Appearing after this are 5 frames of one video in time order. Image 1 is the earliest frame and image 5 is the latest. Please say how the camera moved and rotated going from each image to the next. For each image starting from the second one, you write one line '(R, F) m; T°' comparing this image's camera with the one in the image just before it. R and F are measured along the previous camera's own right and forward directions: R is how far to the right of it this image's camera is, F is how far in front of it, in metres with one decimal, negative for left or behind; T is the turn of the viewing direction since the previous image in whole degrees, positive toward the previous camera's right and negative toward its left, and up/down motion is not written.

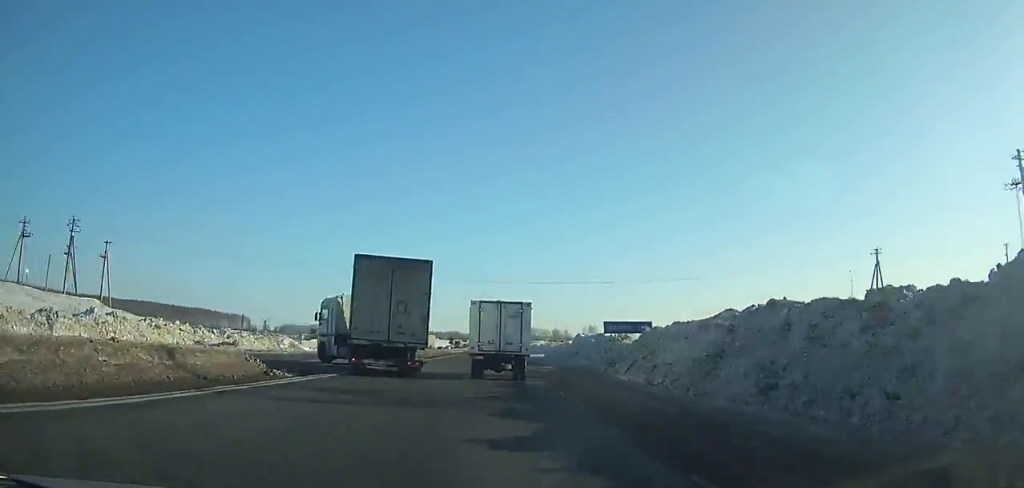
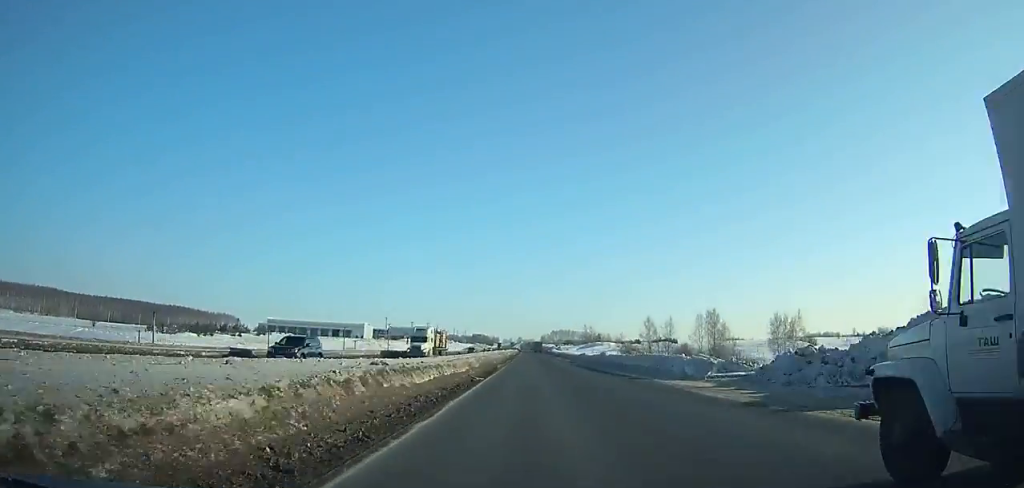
(-6.2, +149.5) m; 0°
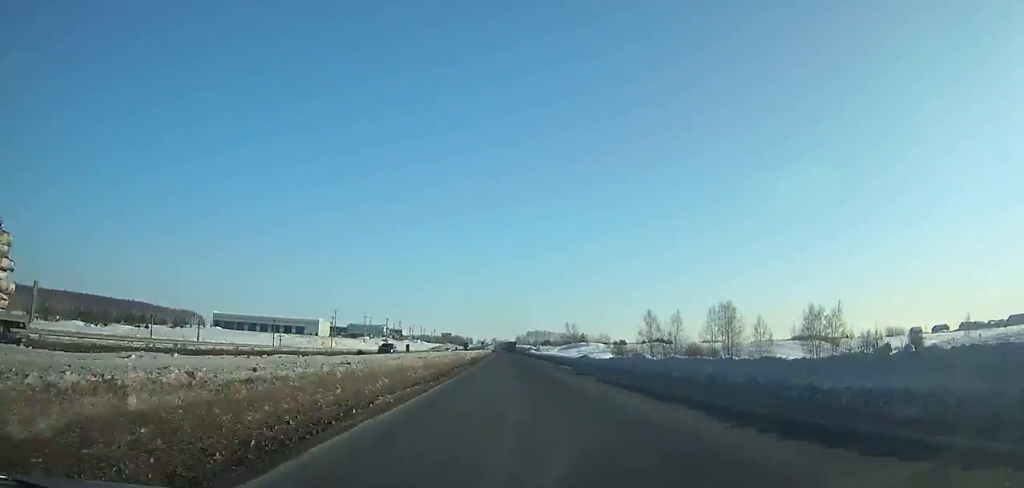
(+1.0, +32.0) m; +1°
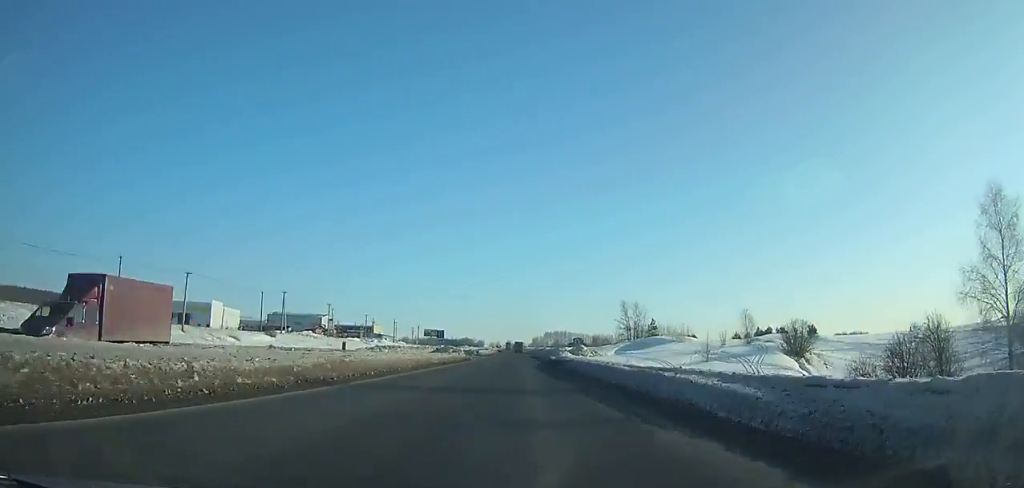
(+0.1, +111.1) m; -1°
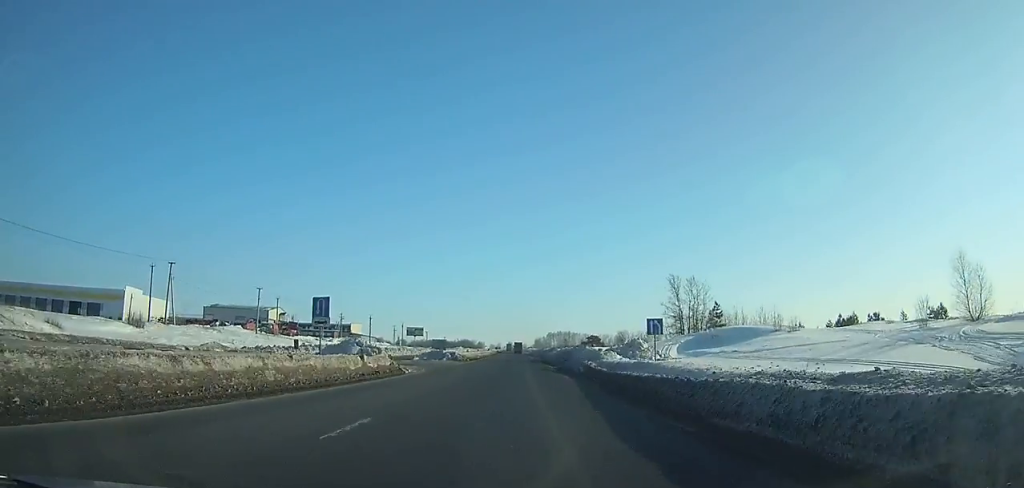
(-0.2, +42.8) m; 0°
